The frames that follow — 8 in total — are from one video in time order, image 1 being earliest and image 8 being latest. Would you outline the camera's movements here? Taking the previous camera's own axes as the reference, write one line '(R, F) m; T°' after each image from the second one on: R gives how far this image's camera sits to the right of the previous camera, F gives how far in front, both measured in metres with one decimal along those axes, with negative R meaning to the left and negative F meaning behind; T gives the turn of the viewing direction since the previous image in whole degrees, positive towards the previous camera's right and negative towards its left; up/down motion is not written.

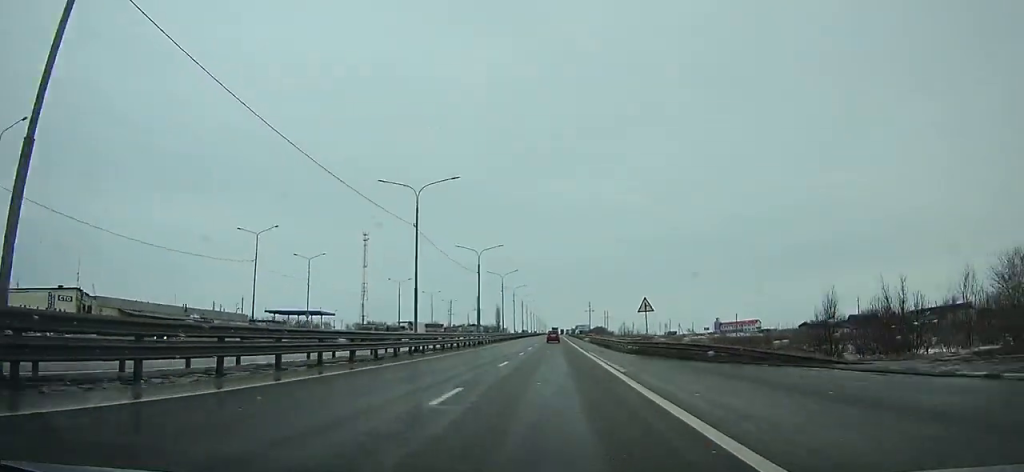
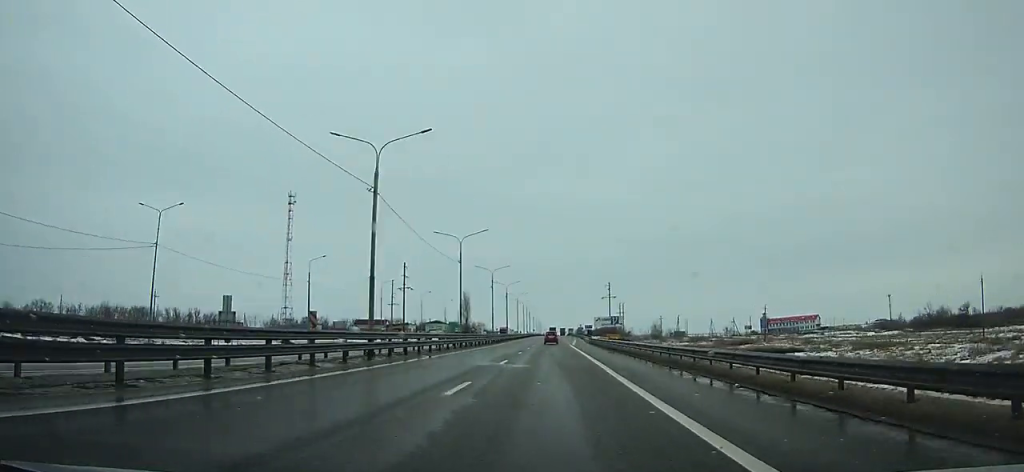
(+0.5, +127.4) m; 0°
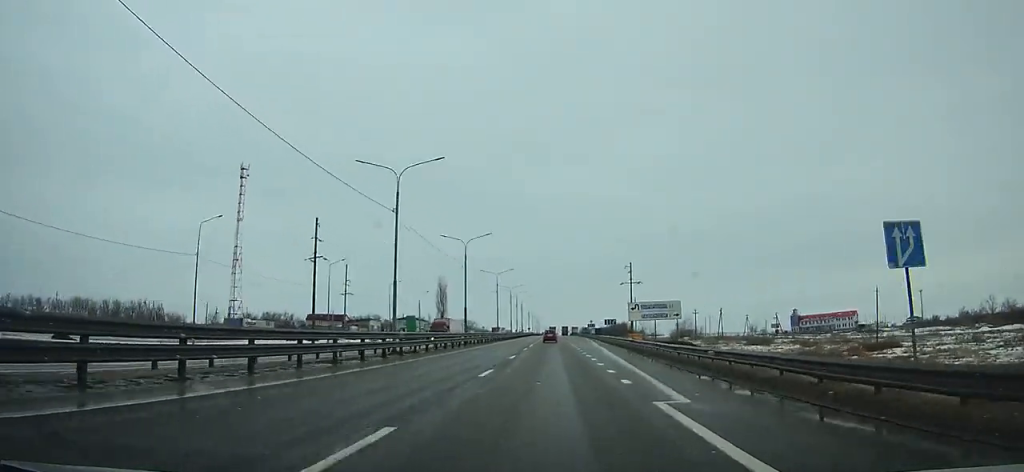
(0.0, +56.8) m; 0°
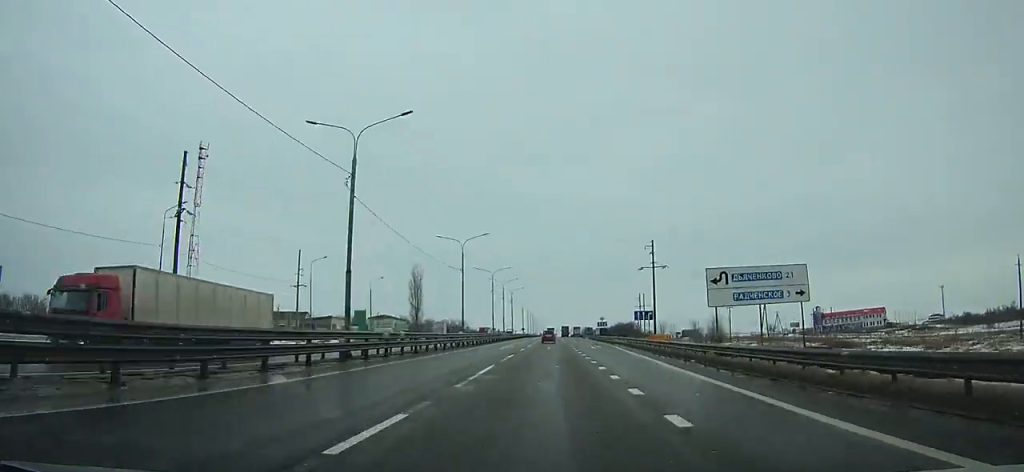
(+0.1, +35.4) m; 0°
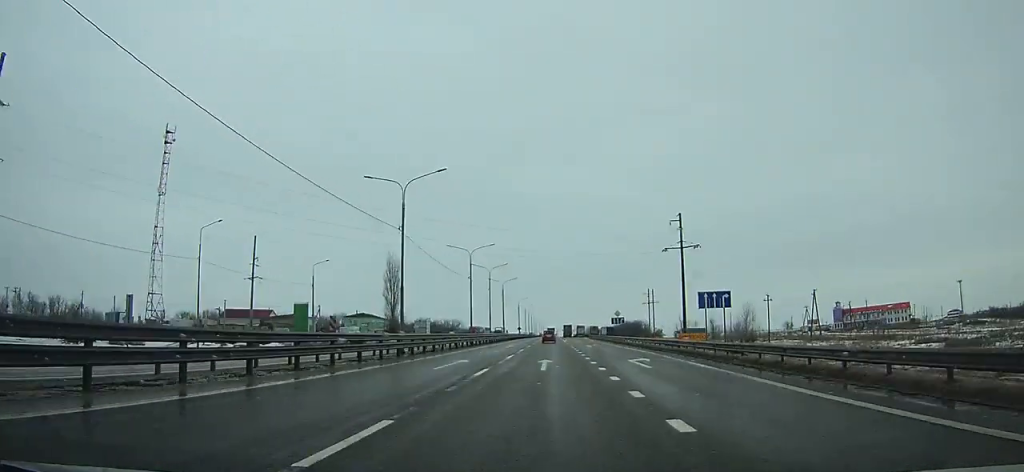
(+0.1, +24.4) m; 0°
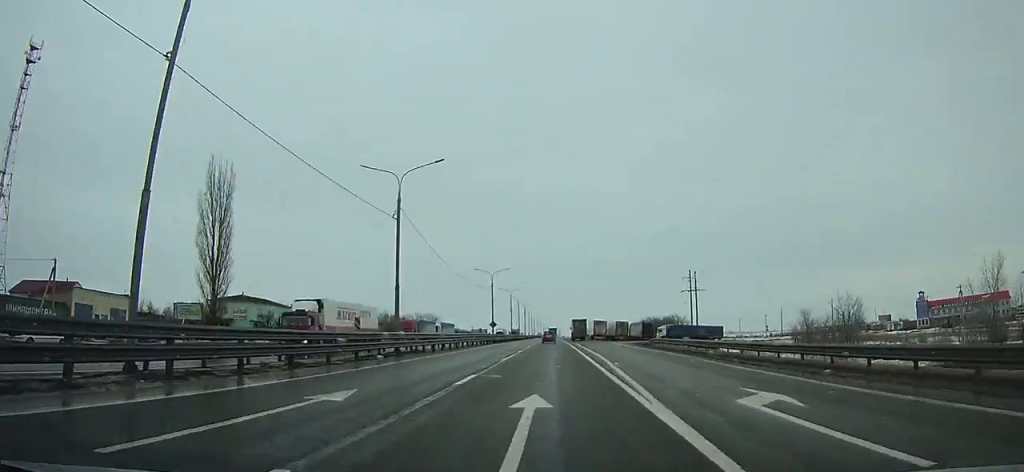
(-0.5, +76.8) m; -1°
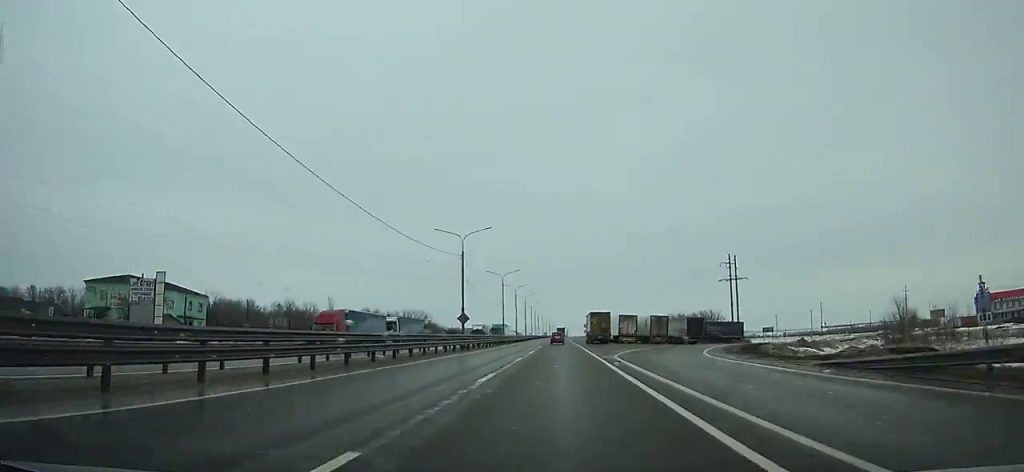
(-0.2, +35.3) m; 0°
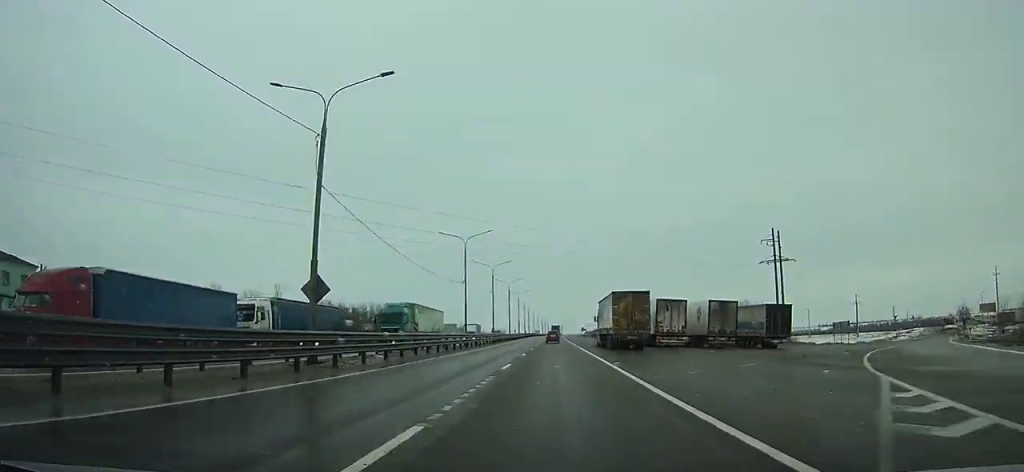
(+0.1, +33.8) m; 0°
